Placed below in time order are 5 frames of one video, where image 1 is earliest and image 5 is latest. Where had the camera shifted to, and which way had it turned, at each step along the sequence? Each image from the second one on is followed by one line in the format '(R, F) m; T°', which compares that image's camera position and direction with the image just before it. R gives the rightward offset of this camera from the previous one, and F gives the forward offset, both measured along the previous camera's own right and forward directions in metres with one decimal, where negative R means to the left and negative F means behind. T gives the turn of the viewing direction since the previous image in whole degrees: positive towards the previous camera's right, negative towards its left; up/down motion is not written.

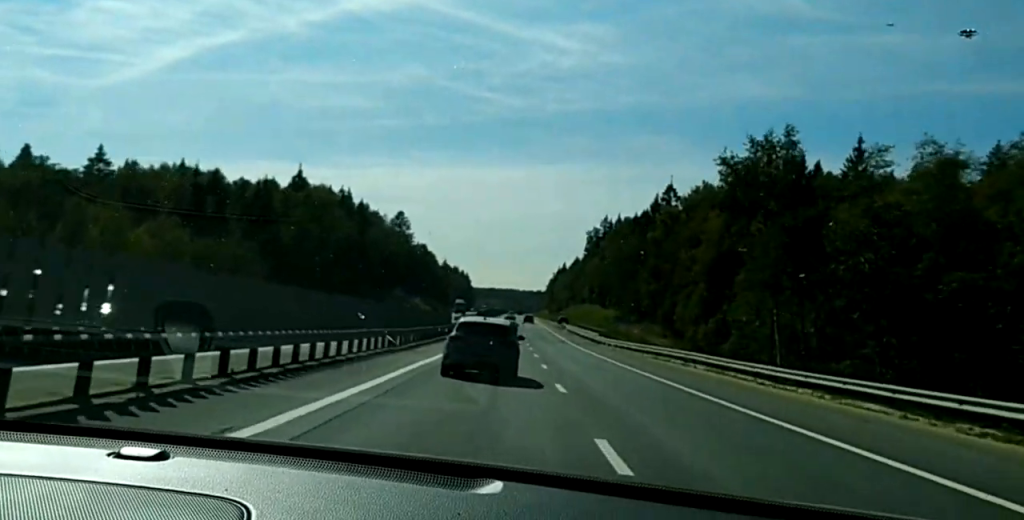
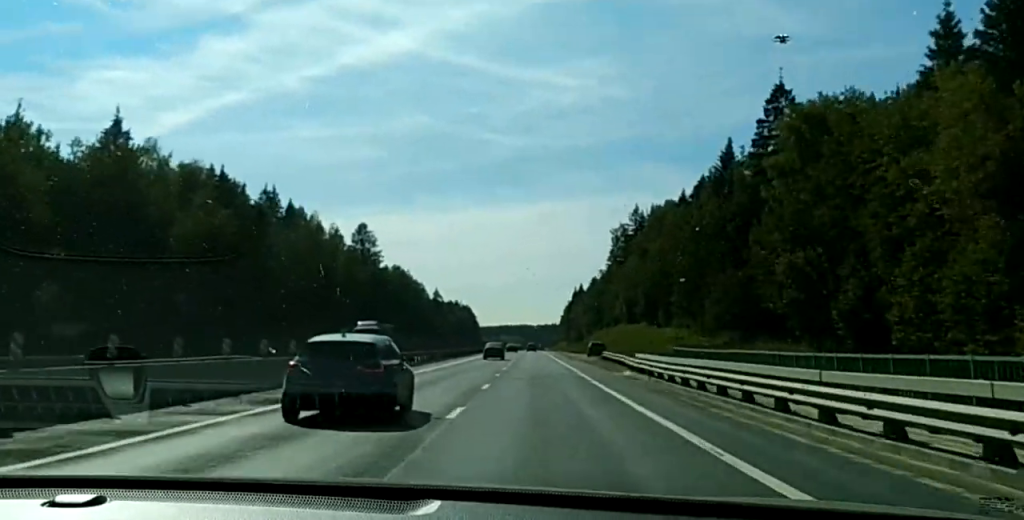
(-2.2, +87.0) m; -1°
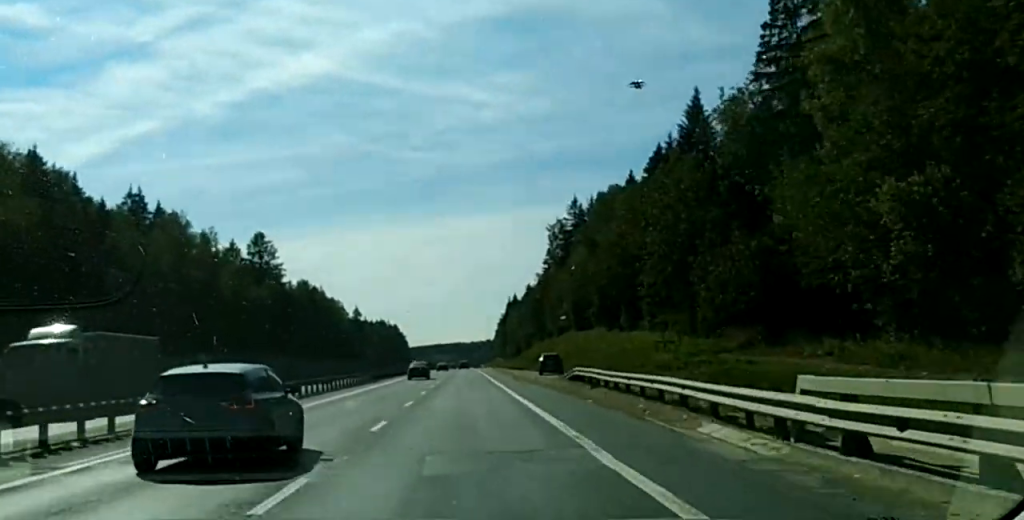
(+0.3, +30.9) m; +1°
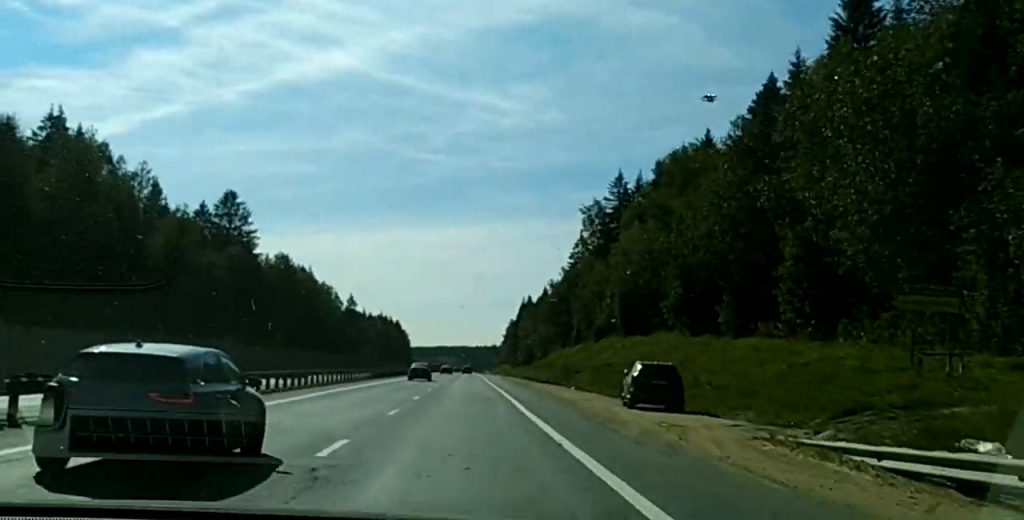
(+0.2, +42.0) m; -1°
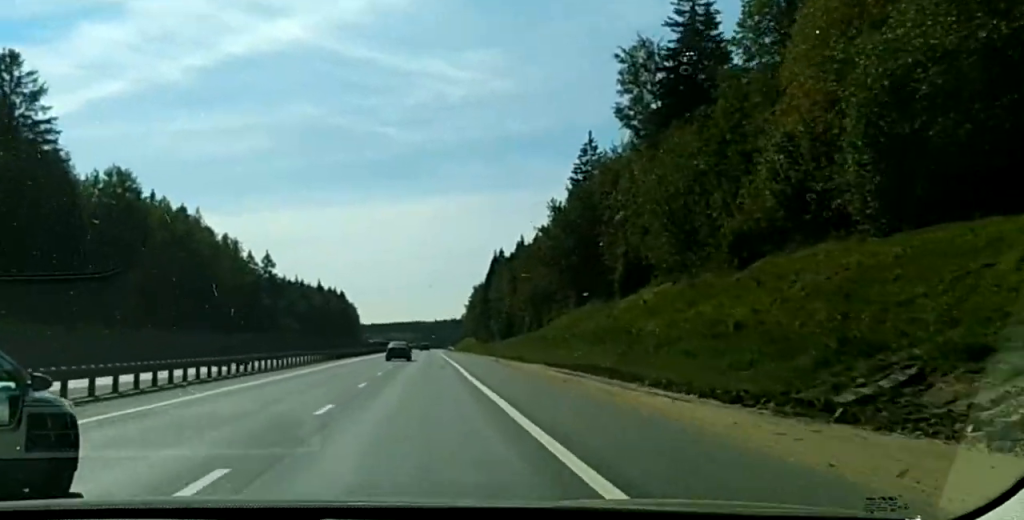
(-0.7, +78.7) m; +1°
